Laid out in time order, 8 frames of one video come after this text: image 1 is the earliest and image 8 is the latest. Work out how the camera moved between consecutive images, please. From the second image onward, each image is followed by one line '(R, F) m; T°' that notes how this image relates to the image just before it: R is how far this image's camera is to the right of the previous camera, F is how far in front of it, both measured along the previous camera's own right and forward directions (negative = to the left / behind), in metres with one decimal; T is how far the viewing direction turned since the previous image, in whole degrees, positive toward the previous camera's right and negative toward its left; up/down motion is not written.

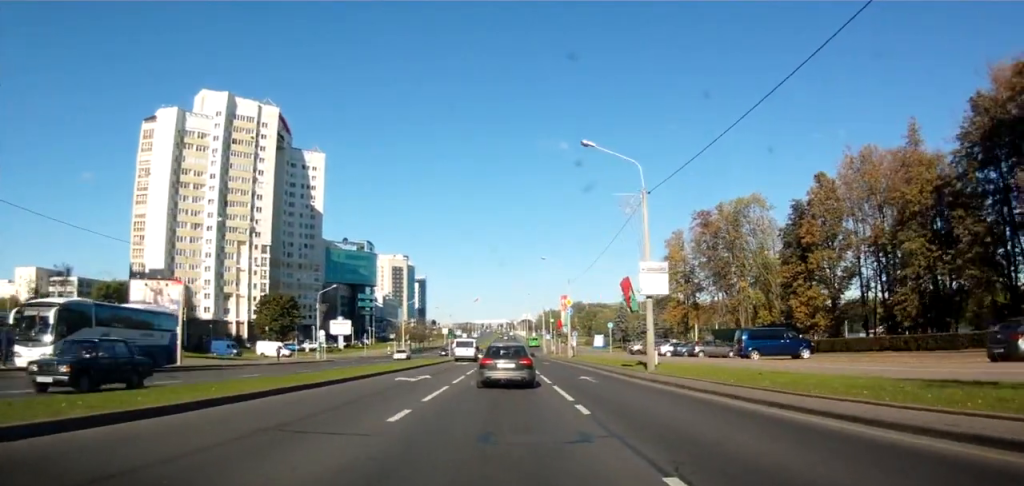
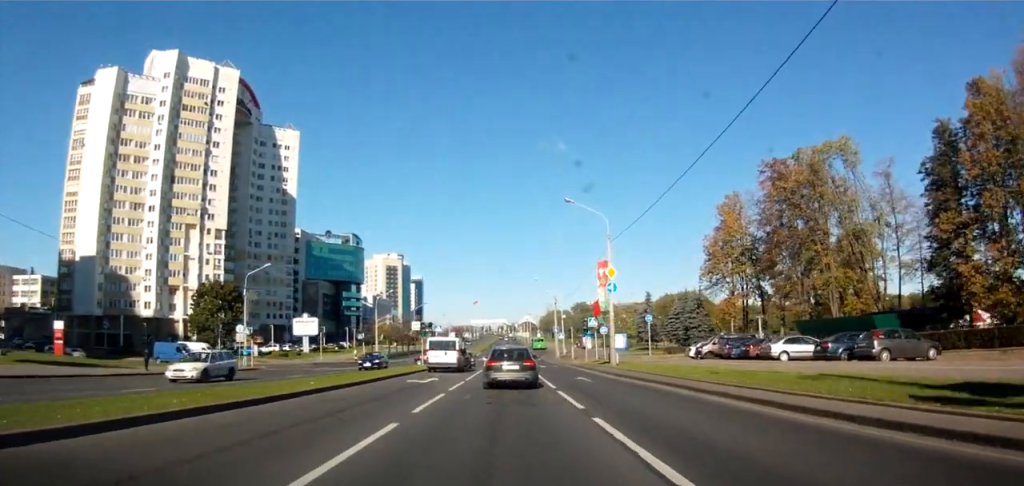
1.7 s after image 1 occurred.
(0.0, +26.0) m; 0°
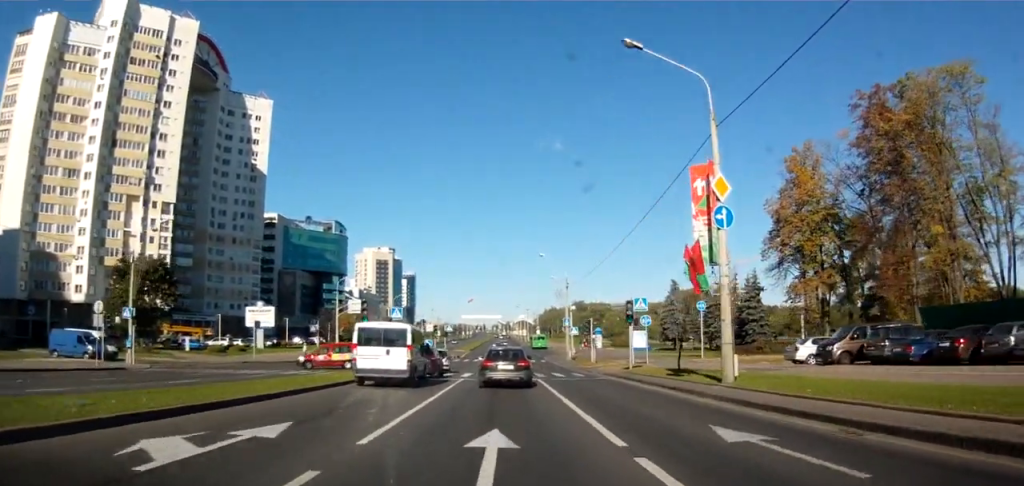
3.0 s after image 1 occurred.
(-0.2, +20.0) m; 0°
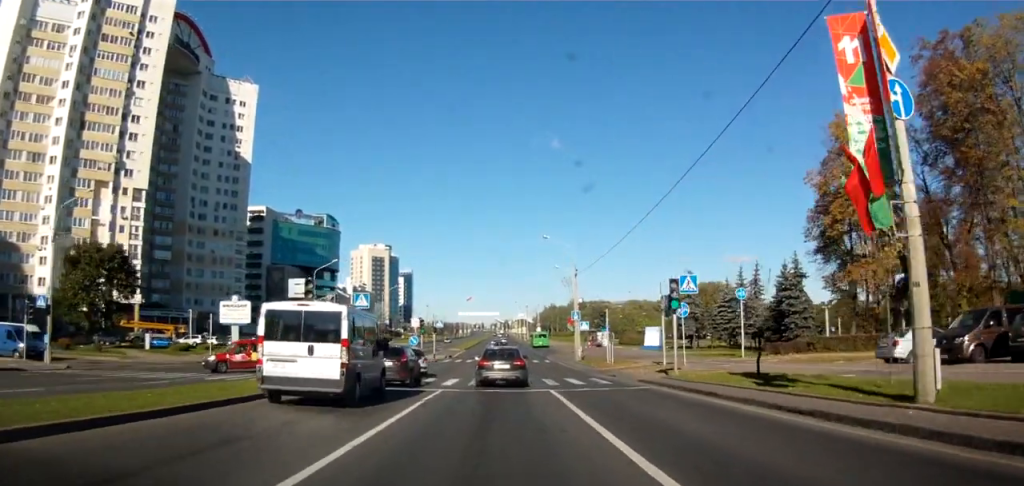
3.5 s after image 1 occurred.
(+0.1, +8.8) m; 0°
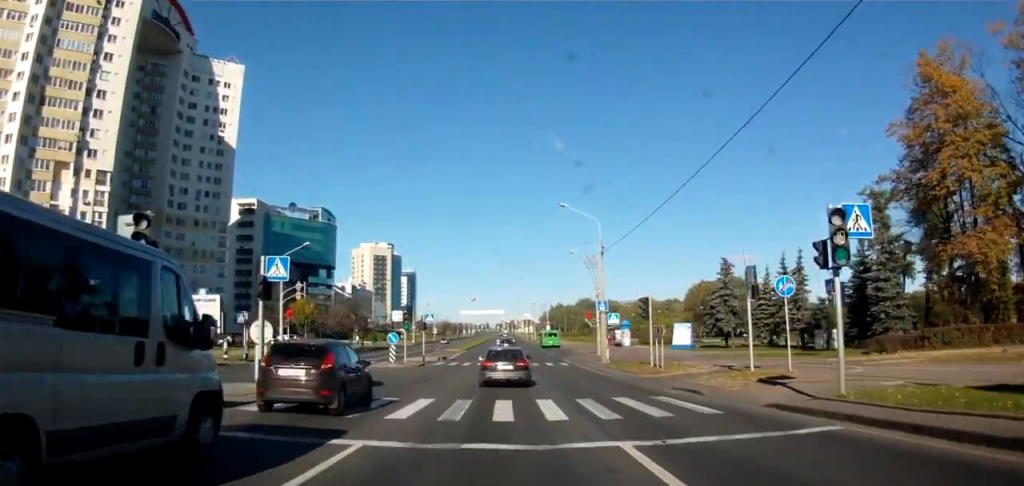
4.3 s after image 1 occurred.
(0.0, +12.2) m; 0°
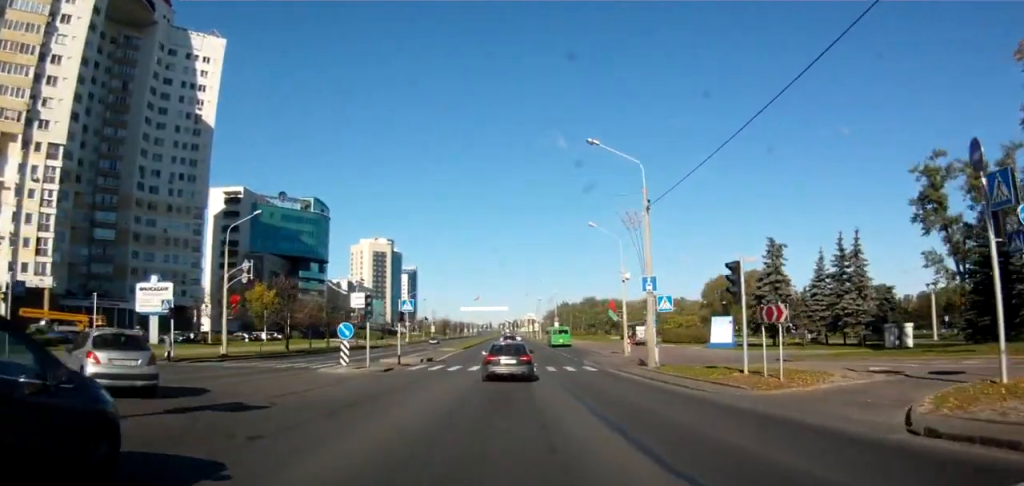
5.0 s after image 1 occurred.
(-0.1, +12.4) m; 0°
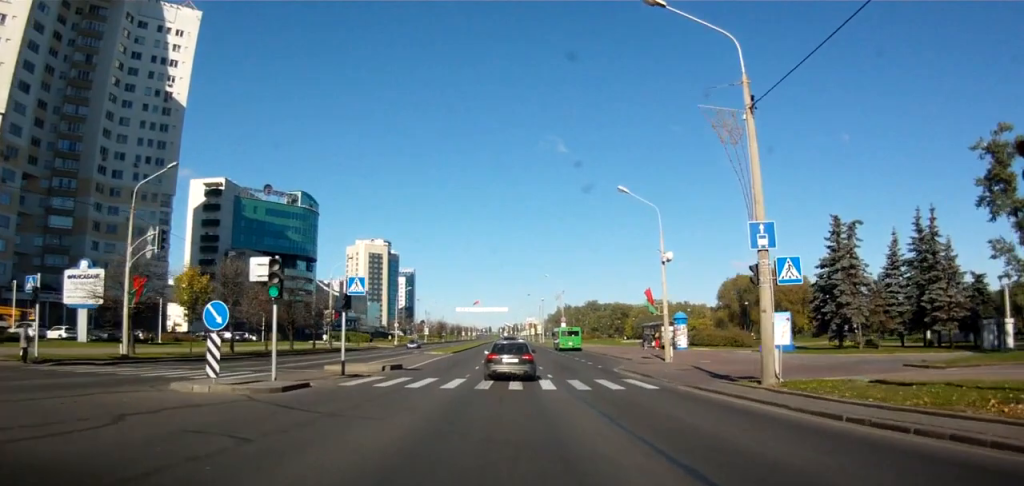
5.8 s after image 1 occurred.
(+0.2, +12.6) m; 0°
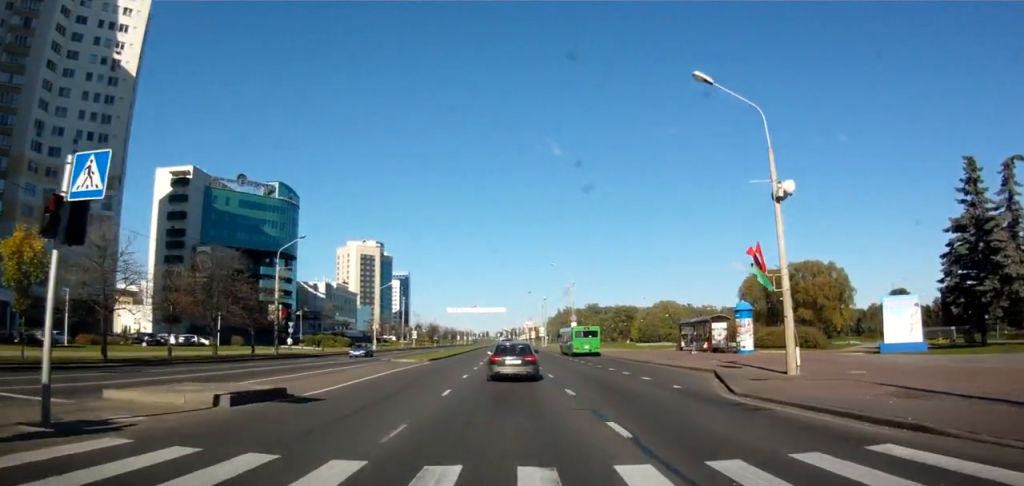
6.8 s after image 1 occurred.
(-0.2, +16.6) m; -1°
